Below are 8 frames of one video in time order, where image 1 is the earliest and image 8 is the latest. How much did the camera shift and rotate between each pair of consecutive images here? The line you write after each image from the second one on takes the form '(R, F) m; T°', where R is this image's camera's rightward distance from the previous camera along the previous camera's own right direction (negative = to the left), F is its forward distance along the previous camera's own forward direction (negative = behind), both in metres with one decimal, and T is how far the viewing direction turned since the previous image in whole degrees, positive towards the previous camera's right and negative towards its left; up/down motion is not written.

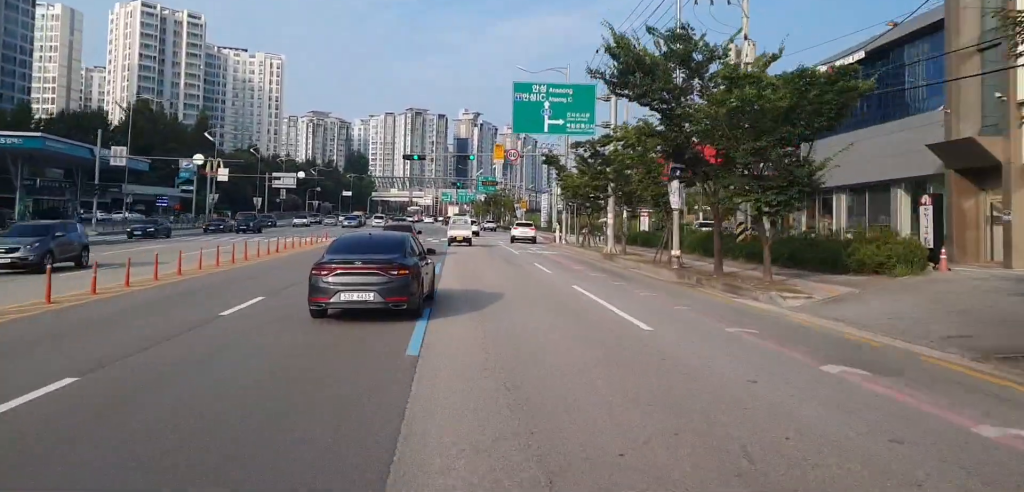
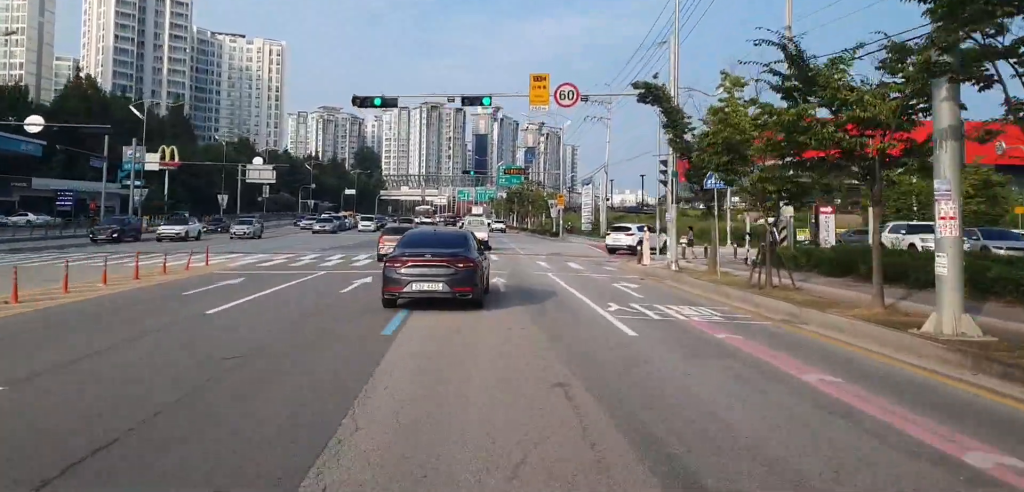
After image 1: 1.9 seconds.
(-0.3, +27.9) m; -2°
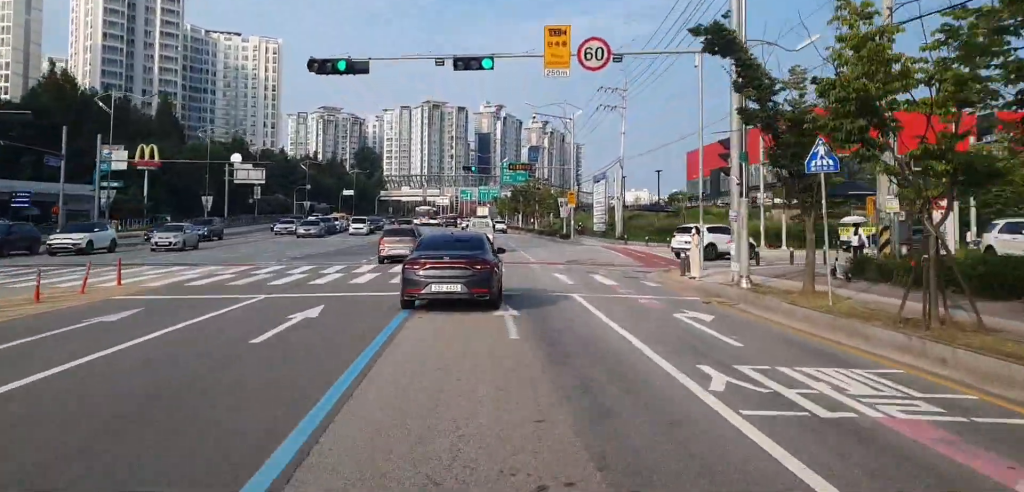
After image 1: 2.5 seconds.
(-0.1, +7.4) m; -1°
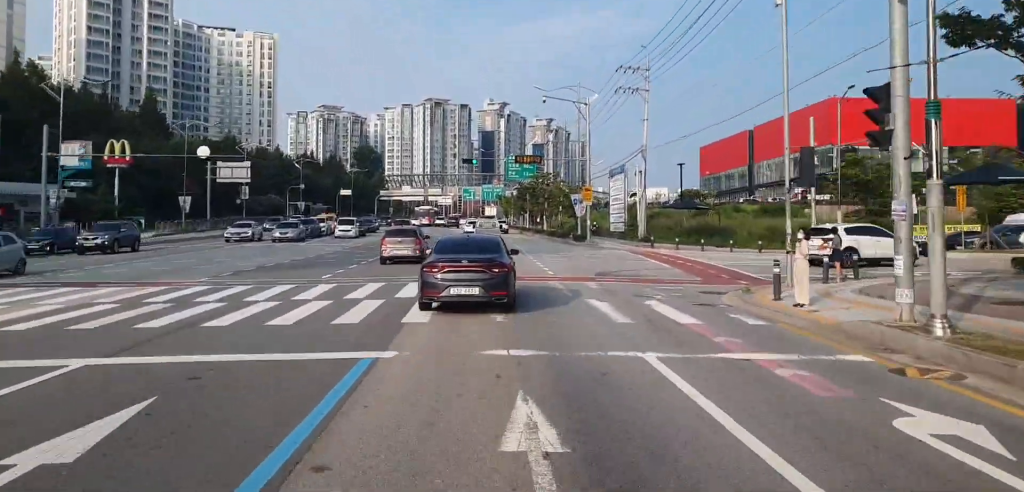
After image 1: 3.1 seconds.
(0.0, +8.6) m; 0°
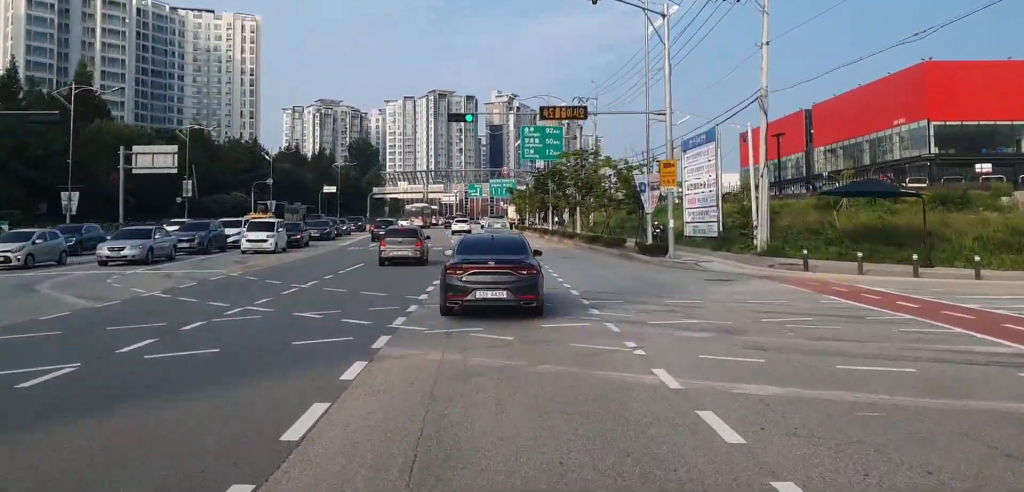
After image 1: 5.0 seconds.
(-0.1, +24.8) m; -1°
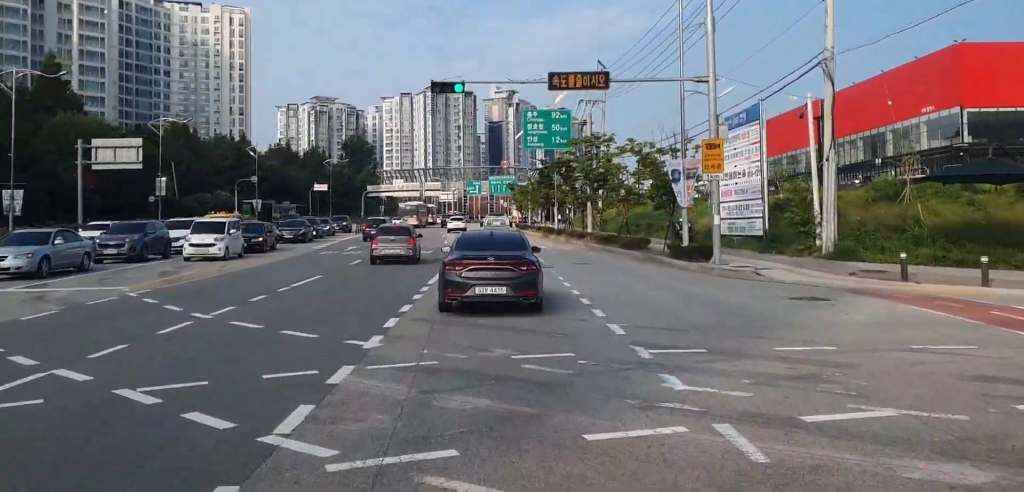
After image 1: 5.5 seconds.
(-0.2, +7.0) m; 0°
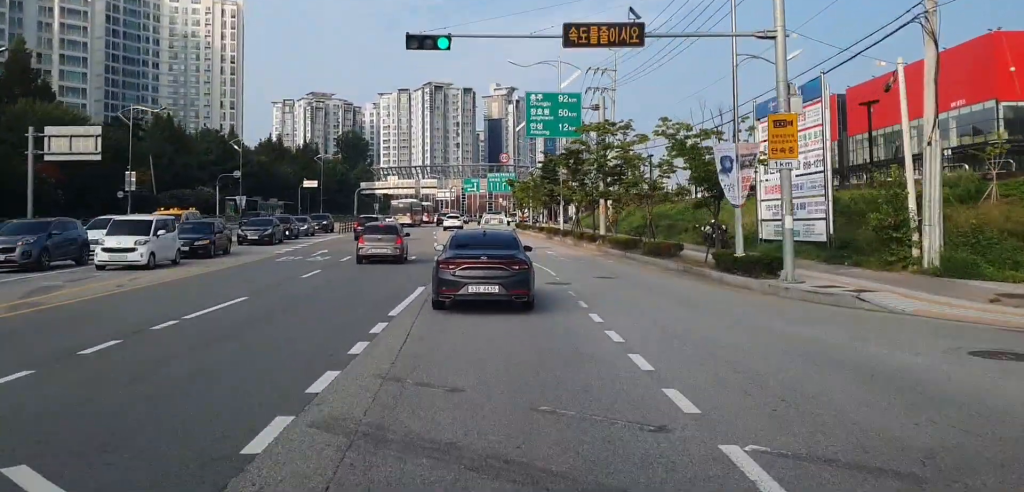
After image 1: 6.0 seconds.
(+0.1, +6.7) m; 0°
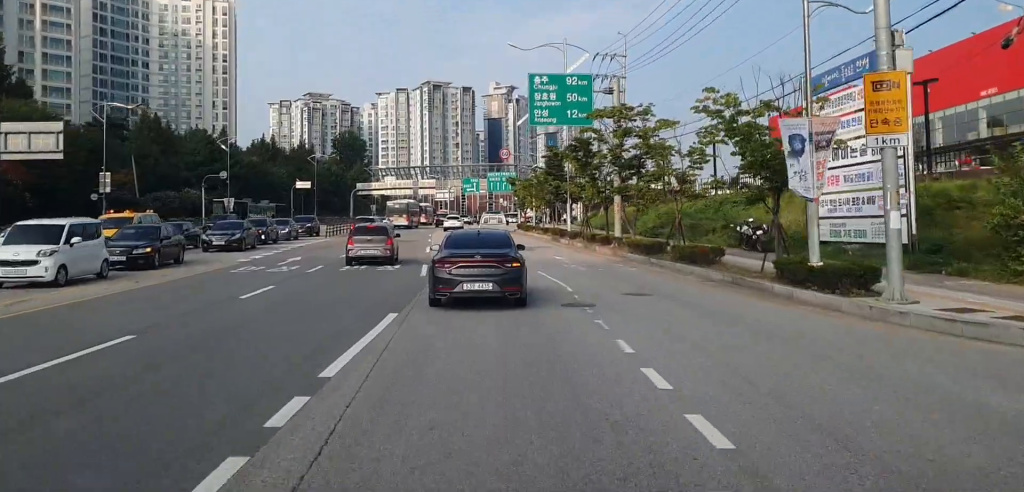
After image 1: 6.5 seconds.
(+0.2, +5.4) m; 0°
